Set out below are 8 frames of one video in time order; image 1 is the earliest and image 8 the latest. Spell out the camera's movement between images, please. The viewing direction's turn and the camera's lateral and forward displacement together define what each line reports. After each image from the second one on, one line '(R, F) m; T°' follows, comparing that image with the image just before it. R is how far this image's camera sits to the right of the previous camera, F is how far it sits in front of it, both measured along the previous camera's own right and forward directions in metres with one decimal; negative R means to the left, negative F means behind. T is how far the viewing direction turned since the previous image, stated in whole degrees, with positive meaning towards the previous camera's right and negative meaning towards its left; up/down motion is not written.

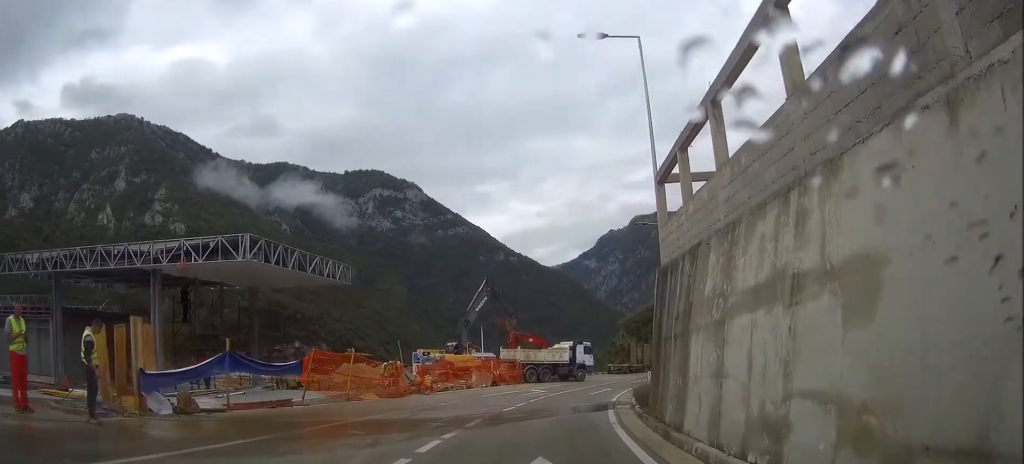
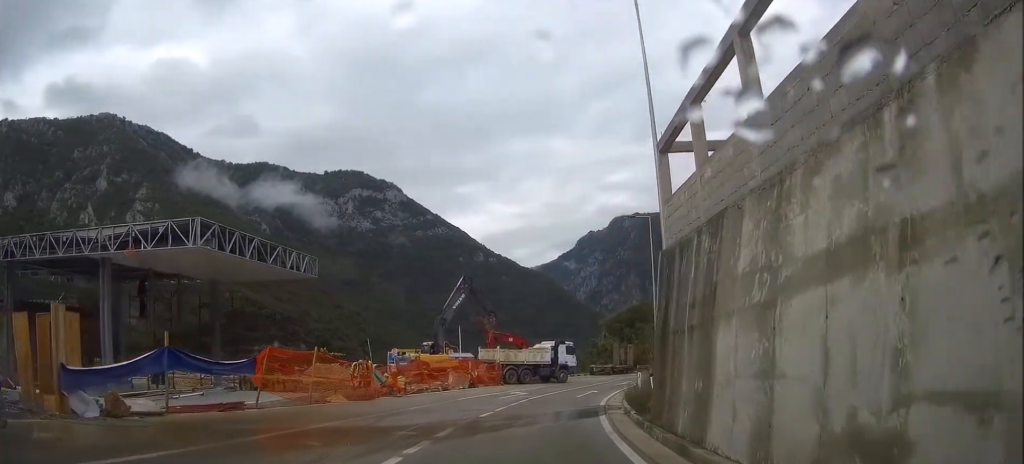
(0.0, +2.5) m; +1°
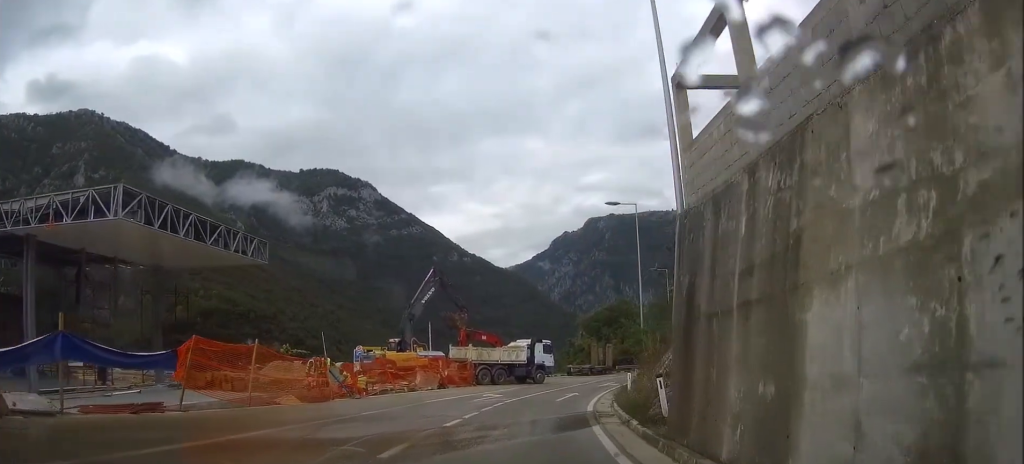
(+0.1, +3.6) m; +3°
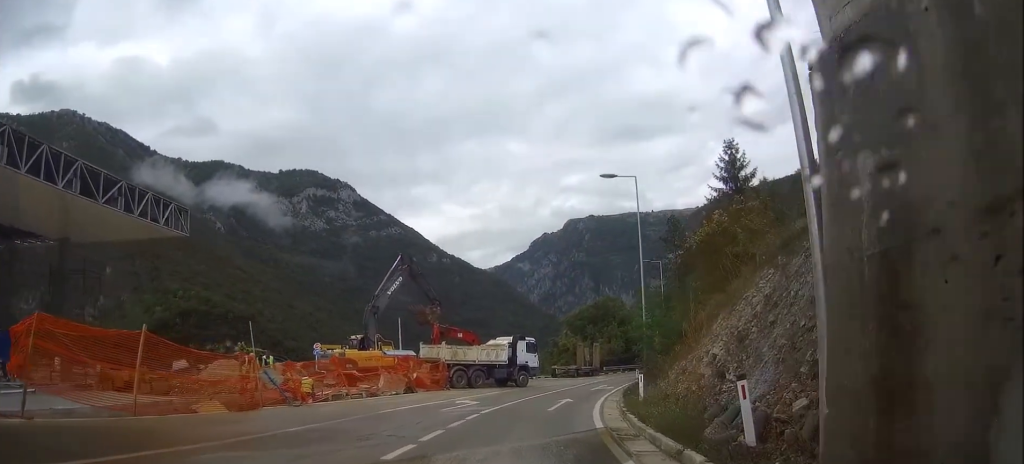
(+0.2, +6.0) m; +3°
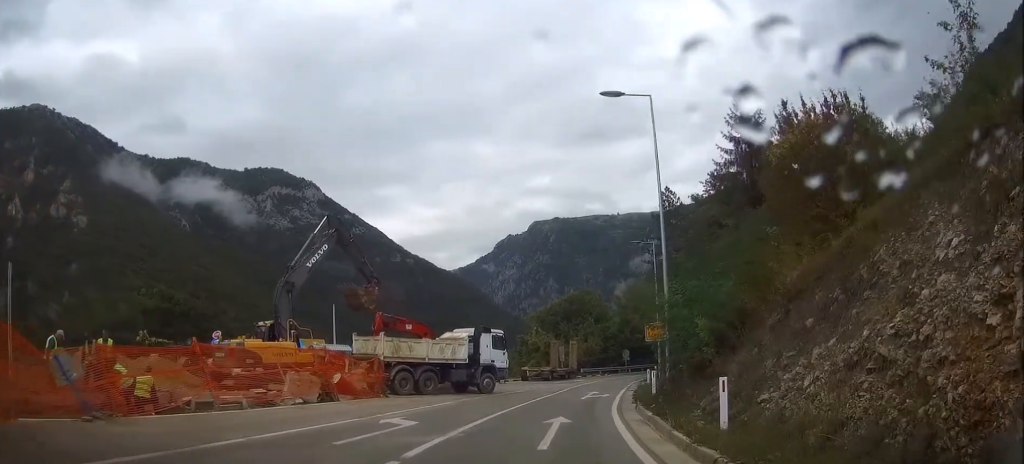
(+0.3, +10.2) m; +4°
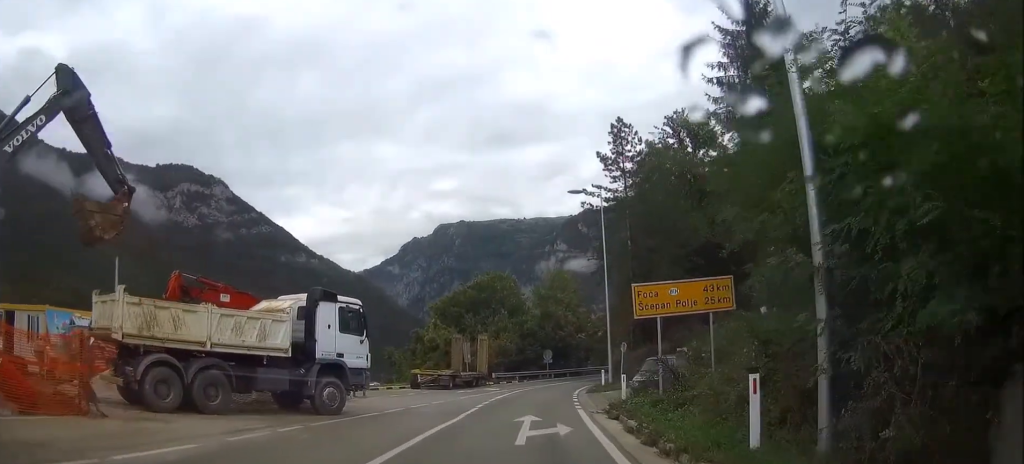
(+1.6, +15.5) m; +9°
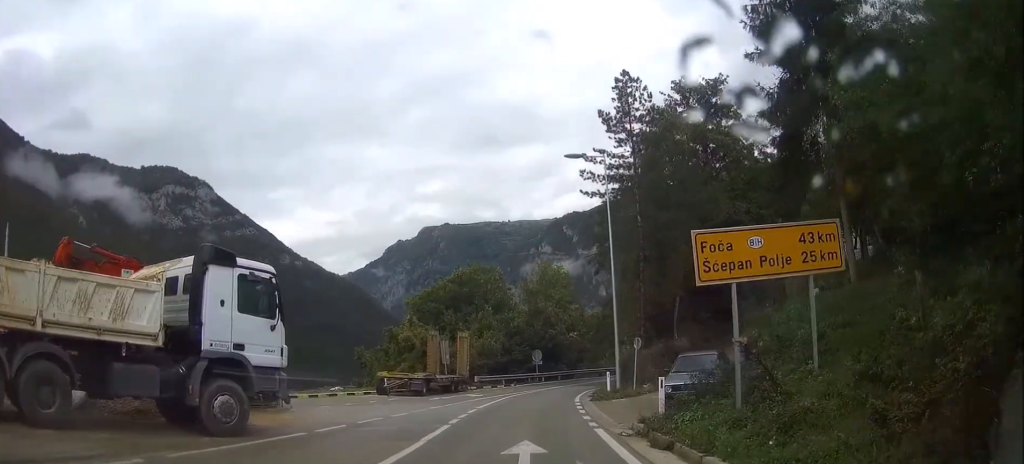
(0.0, +6.5) m; +1°
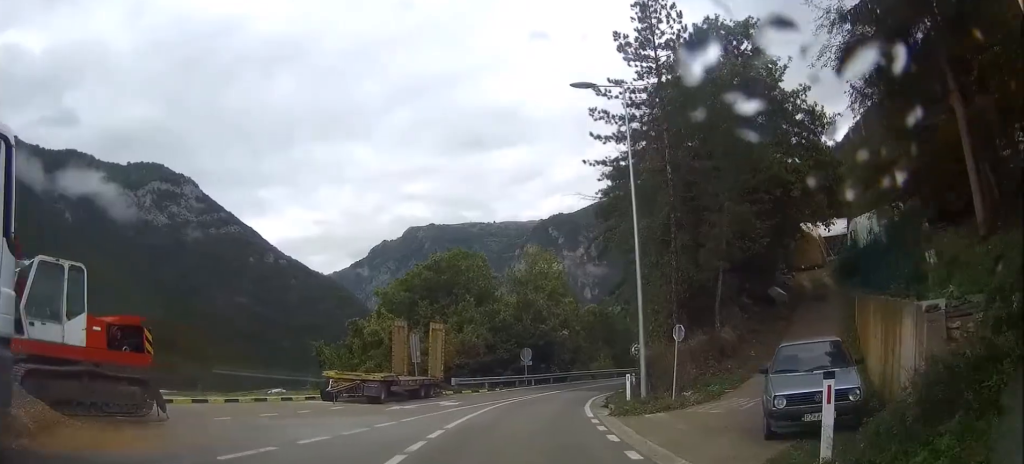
(0.0, +8.2) m; +1°
